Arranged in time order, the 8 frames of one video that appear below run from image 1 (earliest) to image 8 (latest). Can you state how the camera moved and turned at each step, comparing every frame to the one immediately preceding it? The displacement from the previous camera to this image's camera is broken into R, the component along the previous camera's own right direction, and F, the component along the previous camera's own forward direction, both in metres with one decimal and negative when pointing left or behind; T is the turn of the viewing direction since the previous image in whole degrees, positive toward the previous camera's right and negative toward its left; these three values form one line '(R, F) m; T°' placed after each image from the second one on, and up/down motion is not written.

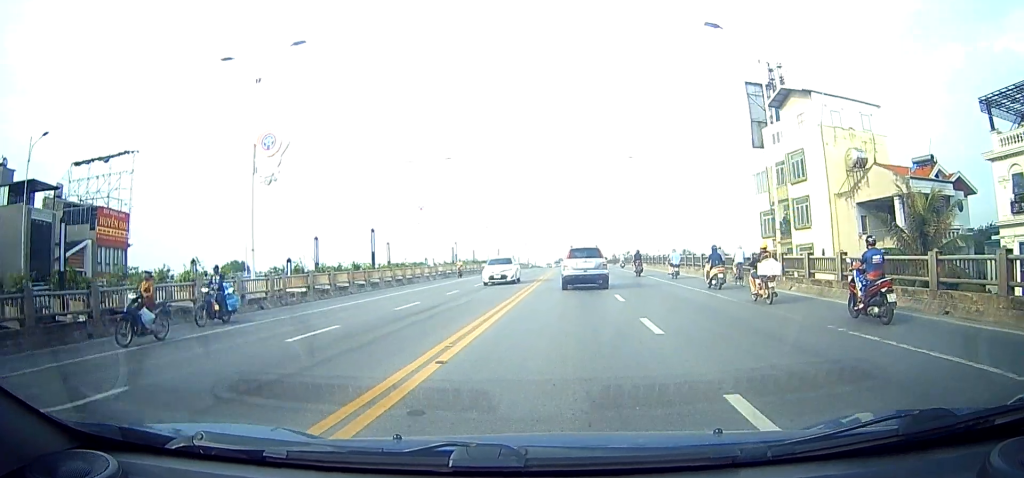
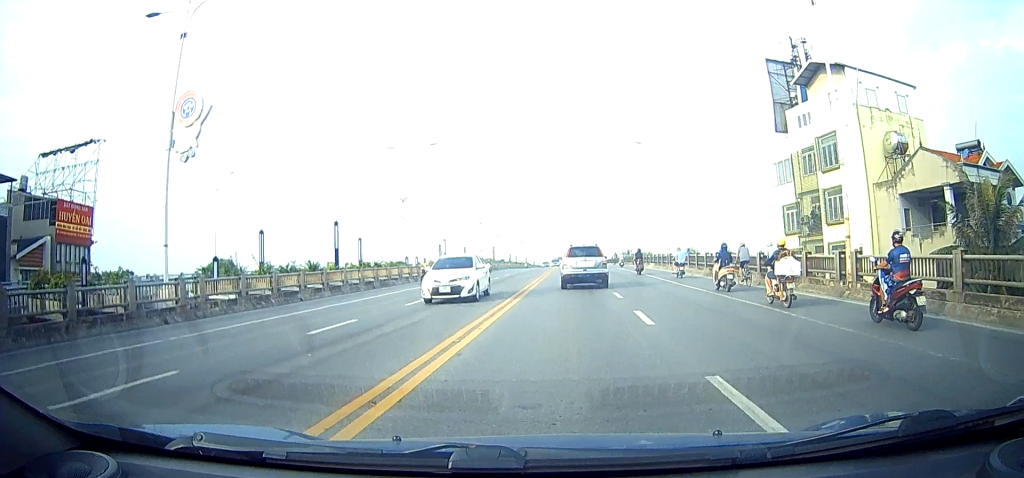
(0.0, +4.9) m; 0°
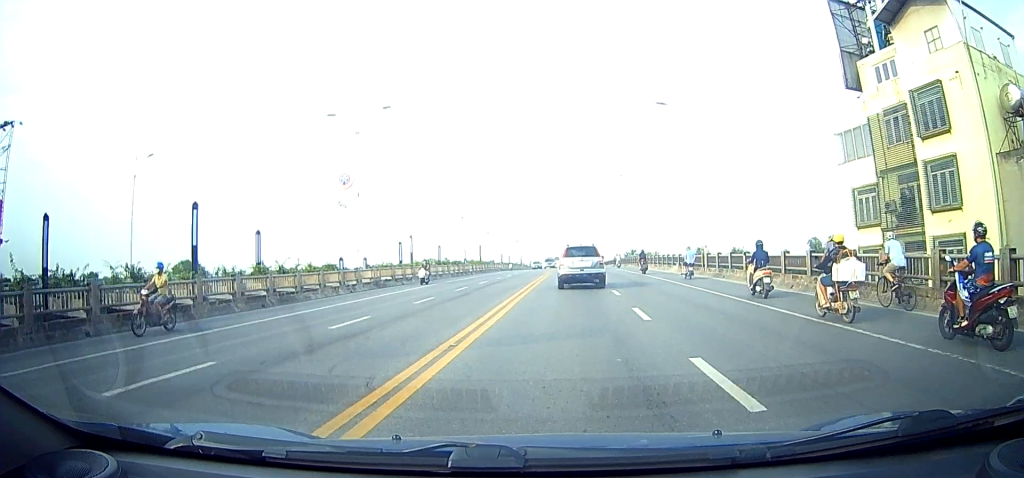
(0.0, +12.0) m; 0°
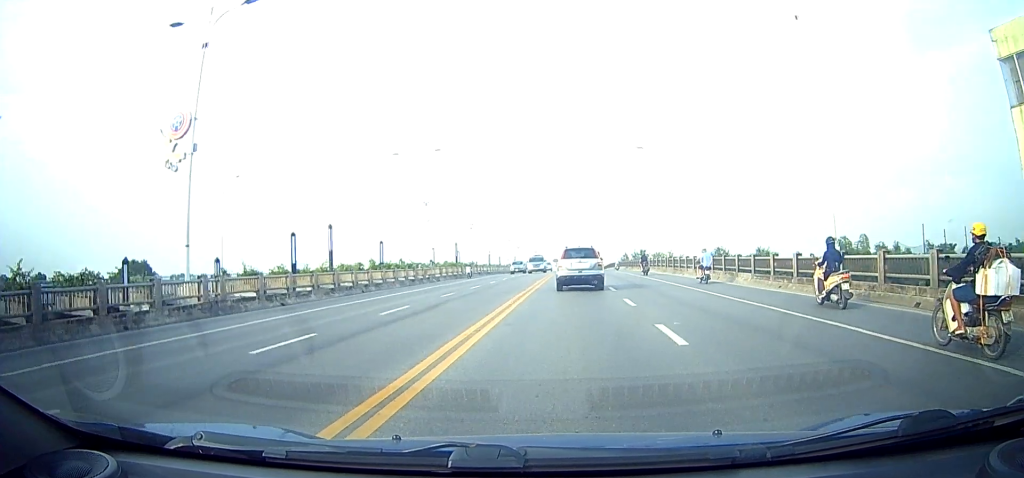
(0.0, +17.4) m; 0°
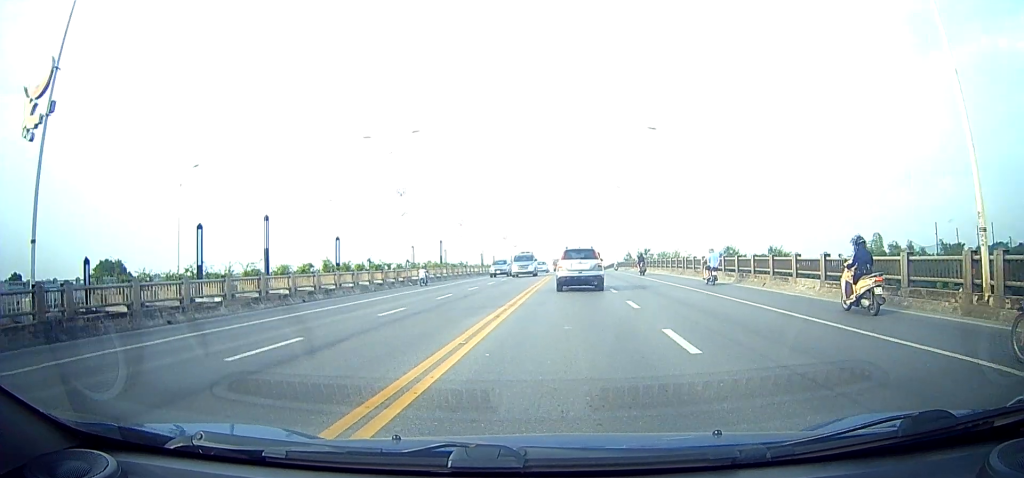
(0.0, +7.5) m; 0°
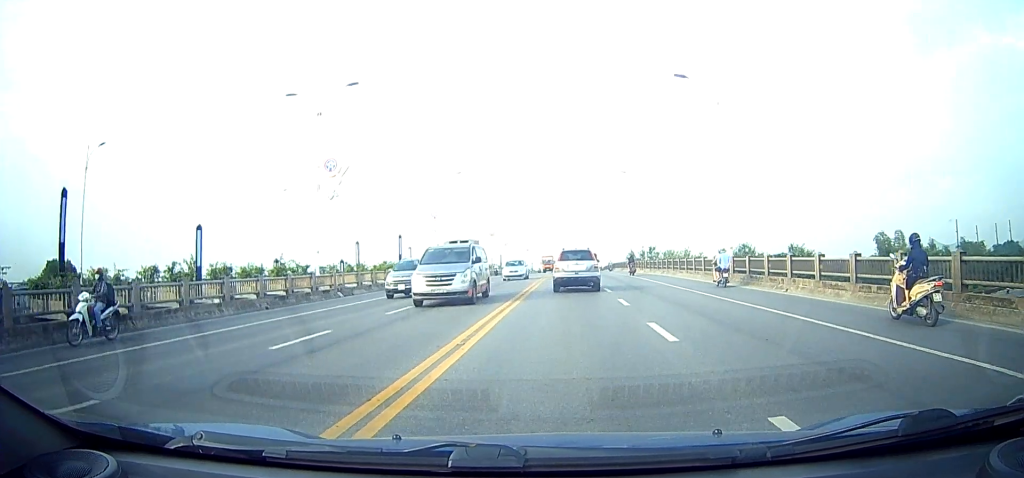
(0.0, +12.9) m; 0°
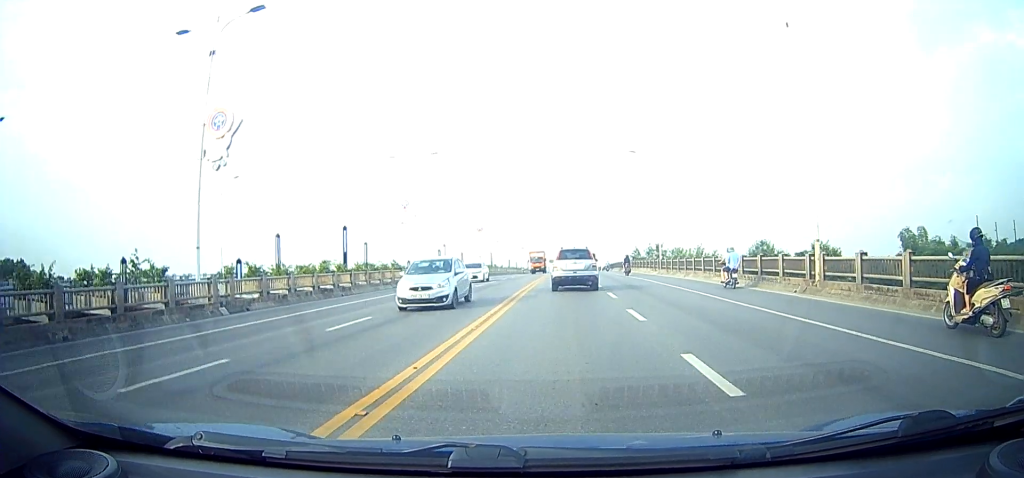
(0.0, +10.7) m; 0°
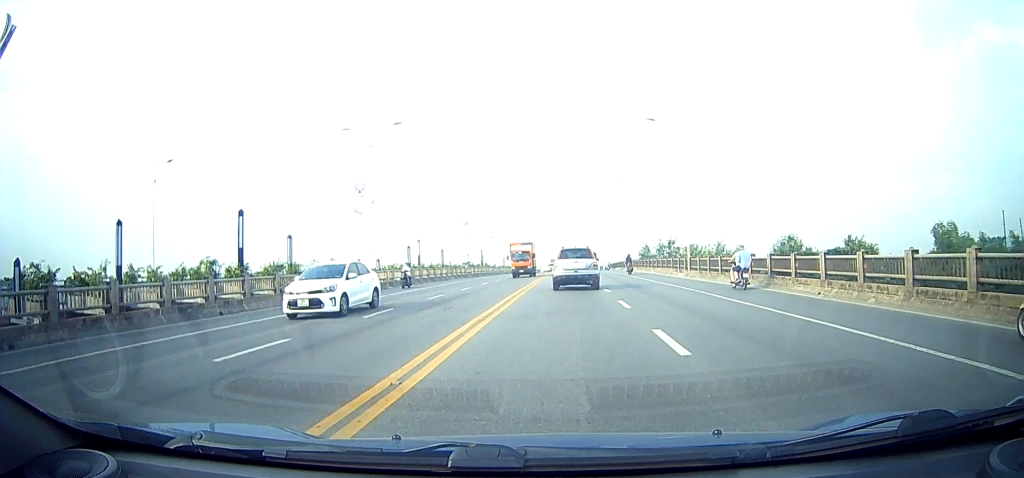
(0.0, +10.7) m; 0°
